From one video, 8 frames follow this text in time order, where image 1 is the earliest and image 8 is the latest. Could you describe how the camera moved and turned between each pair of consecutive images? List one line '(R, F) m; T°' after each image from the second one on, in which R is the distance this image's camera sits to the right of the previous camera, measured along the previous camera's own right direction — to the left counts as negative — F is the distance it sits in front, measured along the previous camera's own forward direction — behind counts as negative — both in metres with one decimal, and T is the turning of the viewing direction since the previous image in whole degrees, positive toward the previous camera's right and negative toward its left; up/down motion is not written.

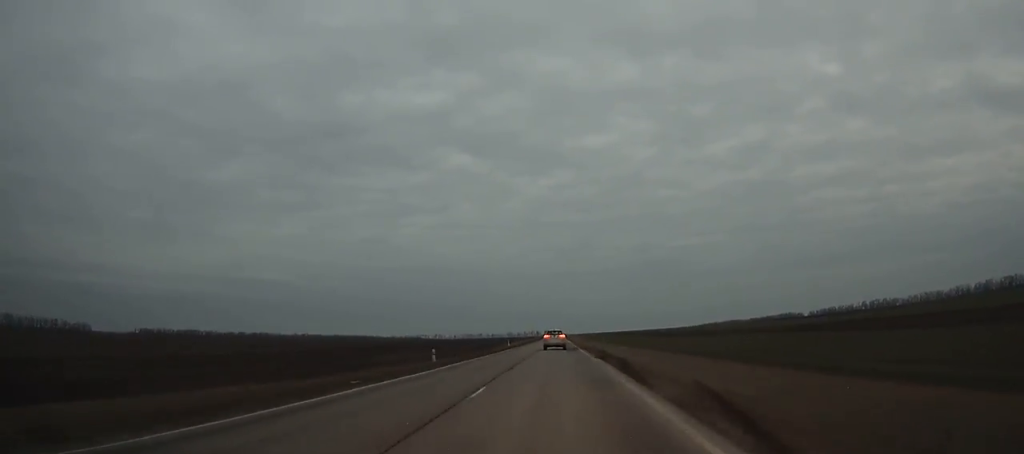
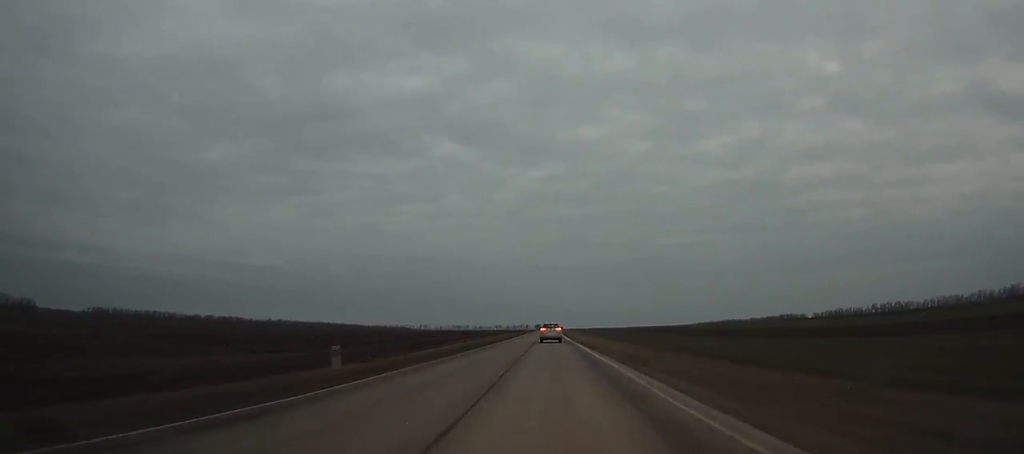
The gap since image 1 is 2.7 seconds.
(0.0, +68.4) m; 0°
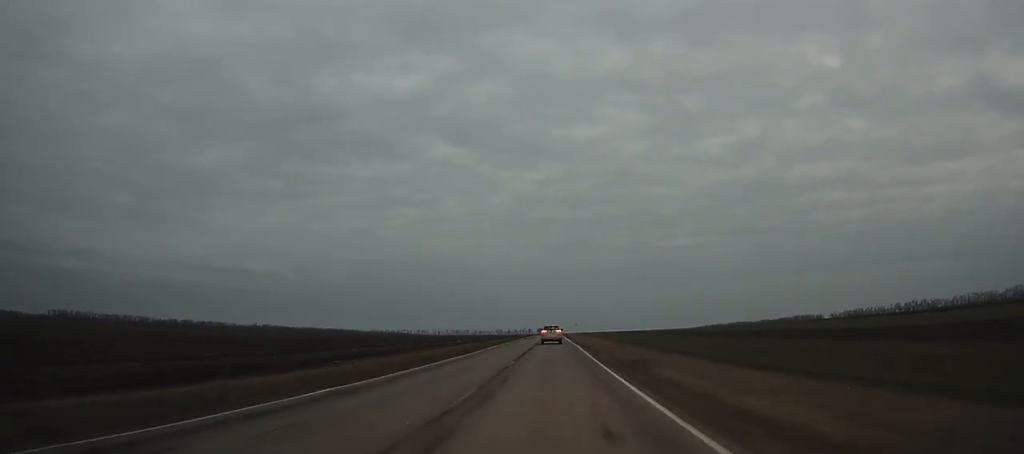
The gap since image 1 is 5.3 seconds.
(-0.1, +65.7) m; 0°
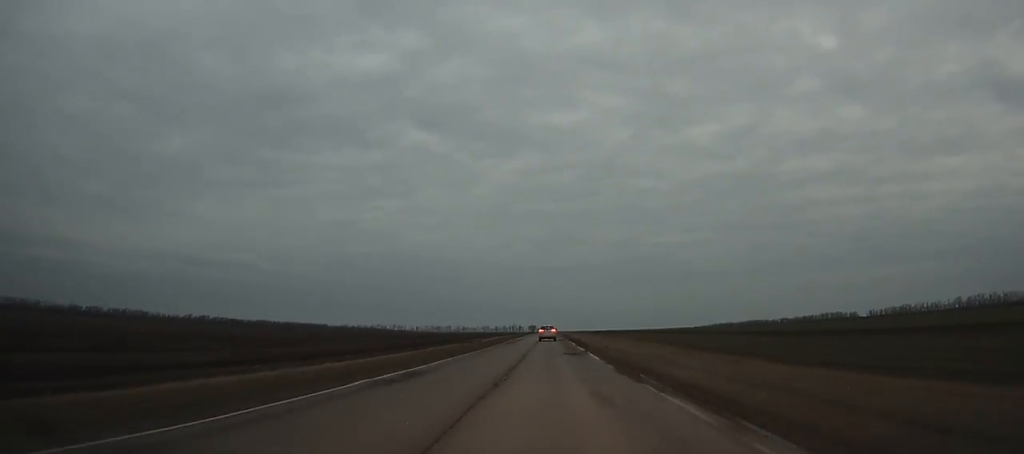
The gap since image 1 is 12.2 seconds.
(+0.1, +174.4) m; 0°
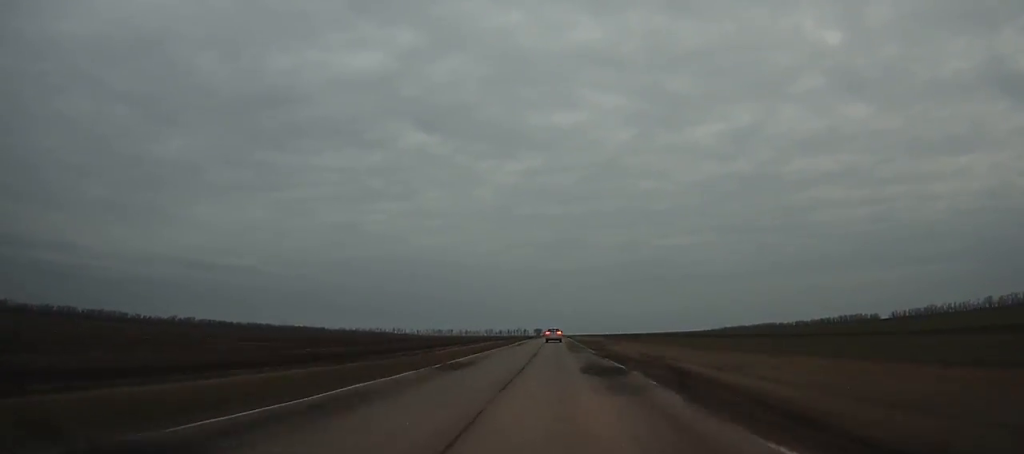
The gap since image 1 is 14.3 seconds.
(+0.1, +53.3) m; 0°
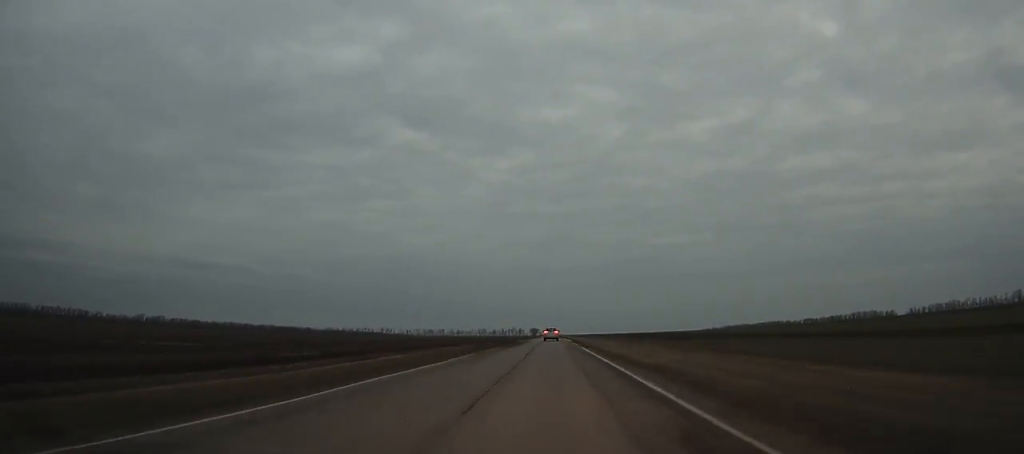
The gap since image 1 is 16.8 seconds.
(0.0, +63.9) m; 0°
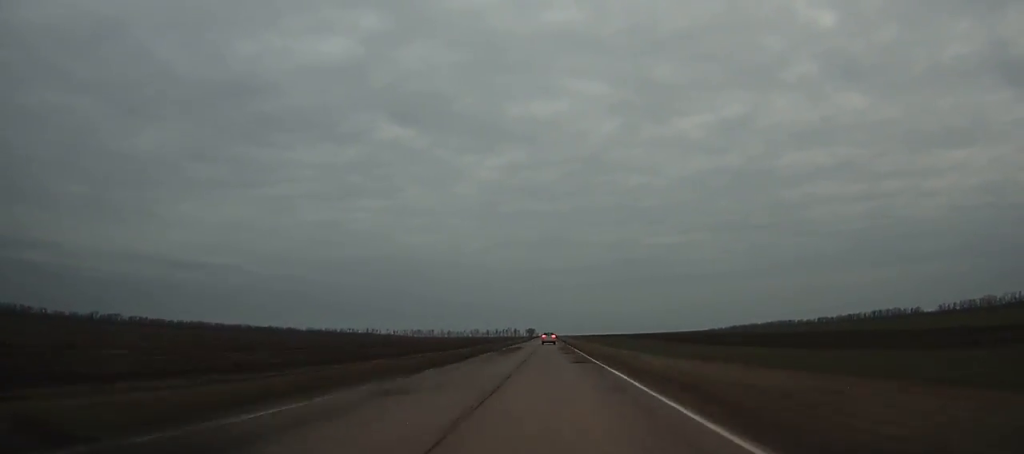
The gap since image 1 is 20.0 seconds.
(0.0, +82.2) m; 0°
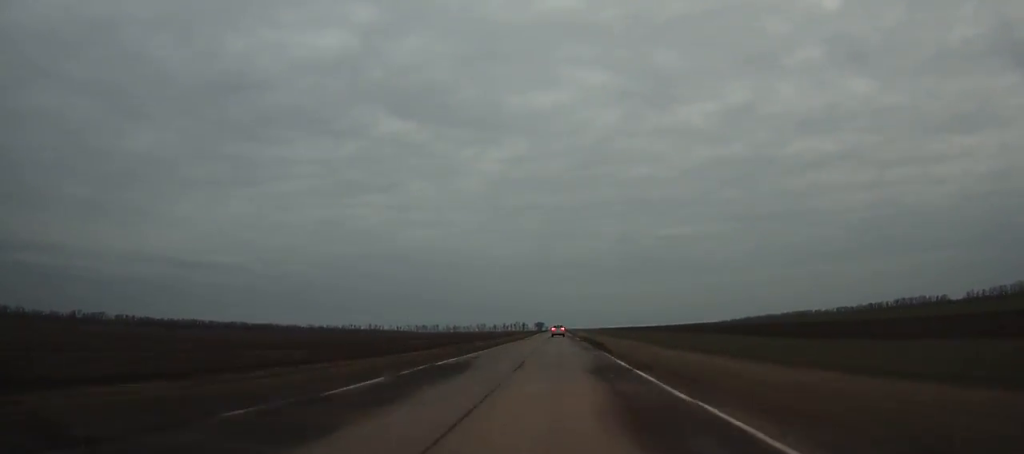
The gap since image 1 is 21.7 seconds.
(0.0, +44.0) m; 0°
